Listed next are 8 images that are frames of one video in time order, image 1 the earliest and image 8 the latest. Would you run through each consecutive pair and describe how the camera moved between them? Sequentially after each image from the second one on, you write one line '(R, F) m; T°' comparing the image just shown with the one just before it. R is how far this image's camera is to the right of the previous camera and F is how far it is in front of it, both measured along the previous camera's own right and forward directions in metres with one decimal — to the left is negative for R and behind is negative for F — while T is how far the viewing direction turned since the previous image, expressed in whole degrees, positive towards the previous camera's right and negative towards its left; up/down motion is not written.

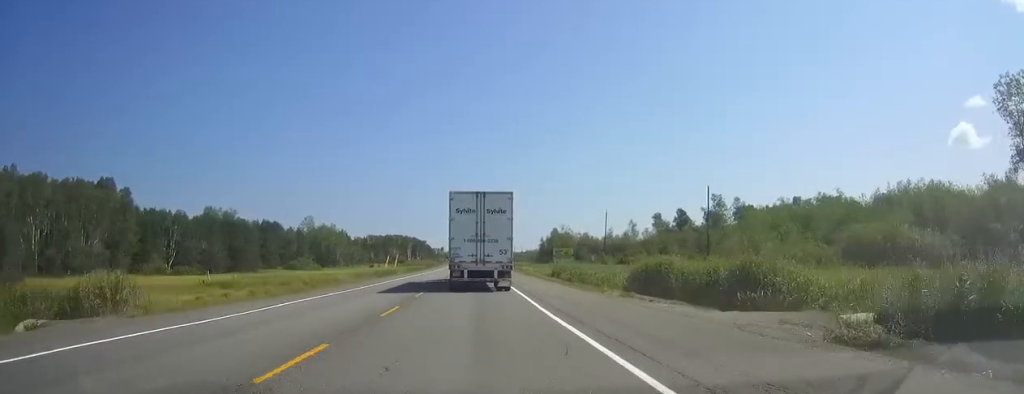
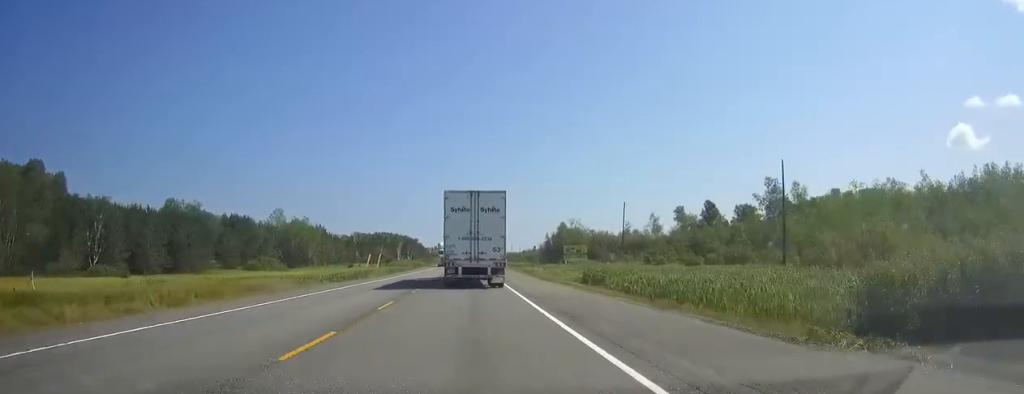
(+0.1, +25.6) m; 0°
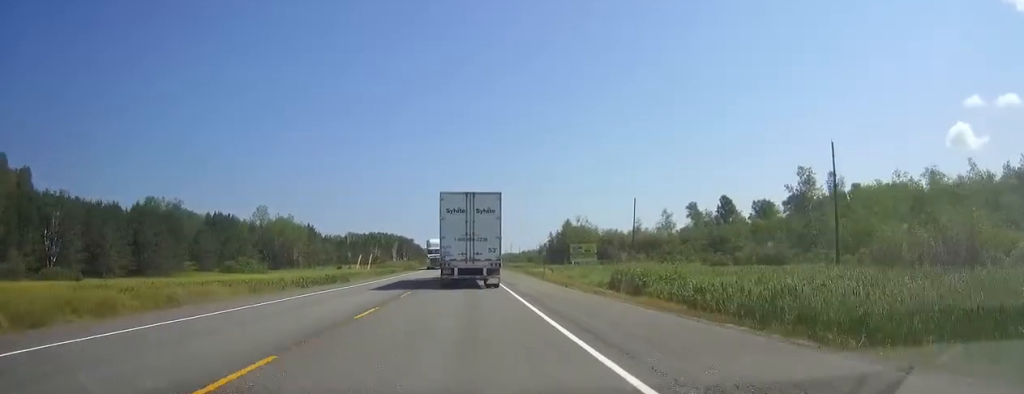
(0.0, +11.5) m; 0°
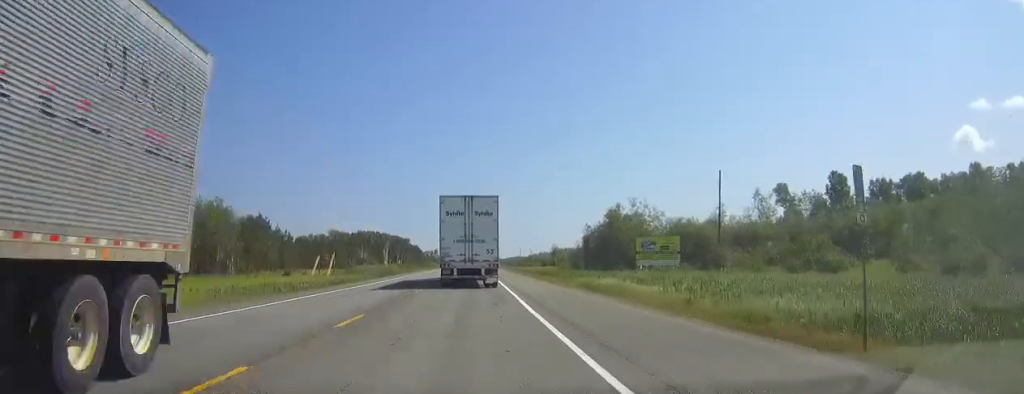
(-0.2, +46.0) m; -1°
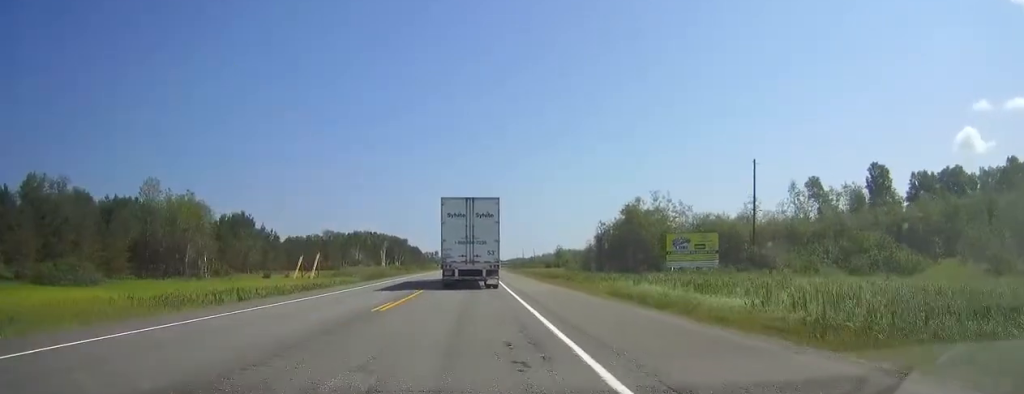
(0.0, +11.5) m; 0°
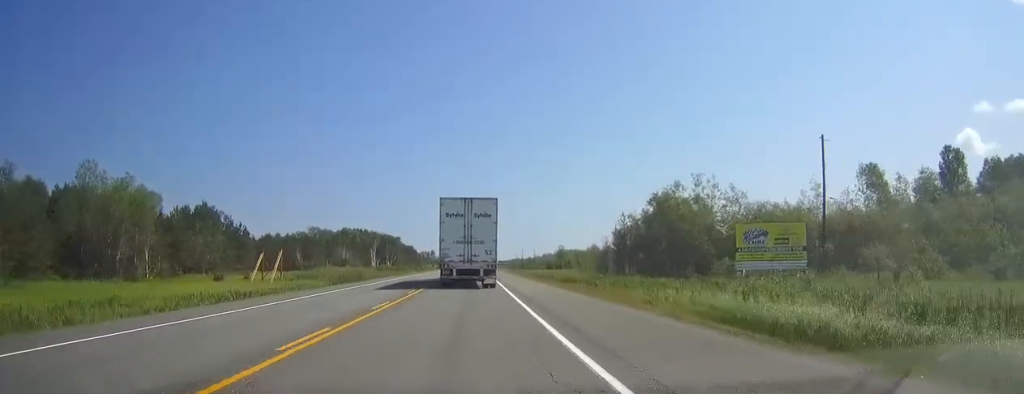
(0.0, +17.8) m; 0°
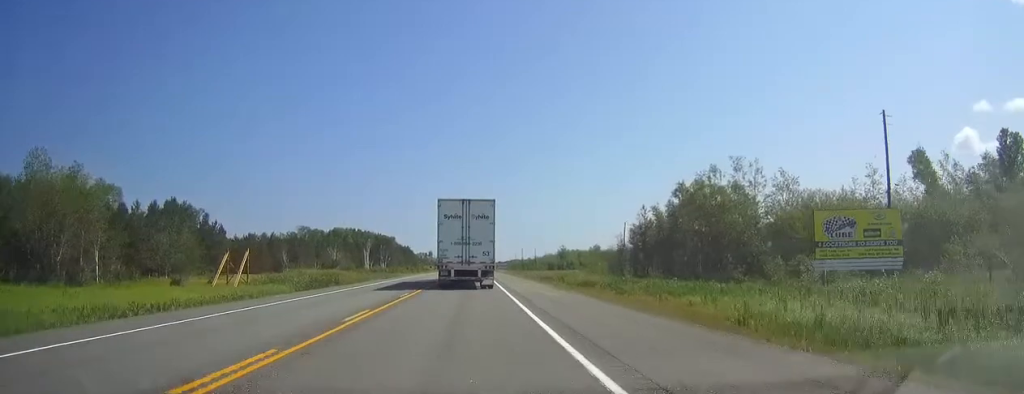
(0.0, +11.5) m; 0°
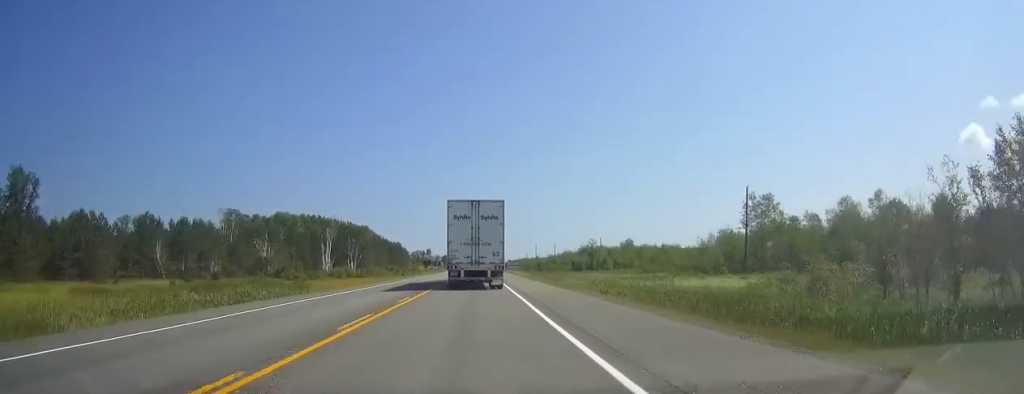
(-0.1, +65.5) m; 0°
